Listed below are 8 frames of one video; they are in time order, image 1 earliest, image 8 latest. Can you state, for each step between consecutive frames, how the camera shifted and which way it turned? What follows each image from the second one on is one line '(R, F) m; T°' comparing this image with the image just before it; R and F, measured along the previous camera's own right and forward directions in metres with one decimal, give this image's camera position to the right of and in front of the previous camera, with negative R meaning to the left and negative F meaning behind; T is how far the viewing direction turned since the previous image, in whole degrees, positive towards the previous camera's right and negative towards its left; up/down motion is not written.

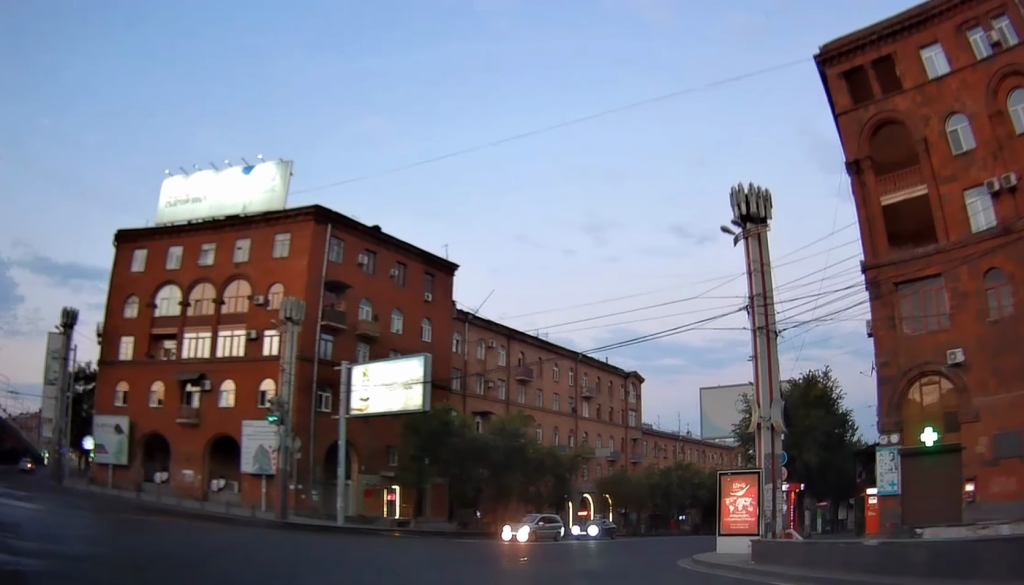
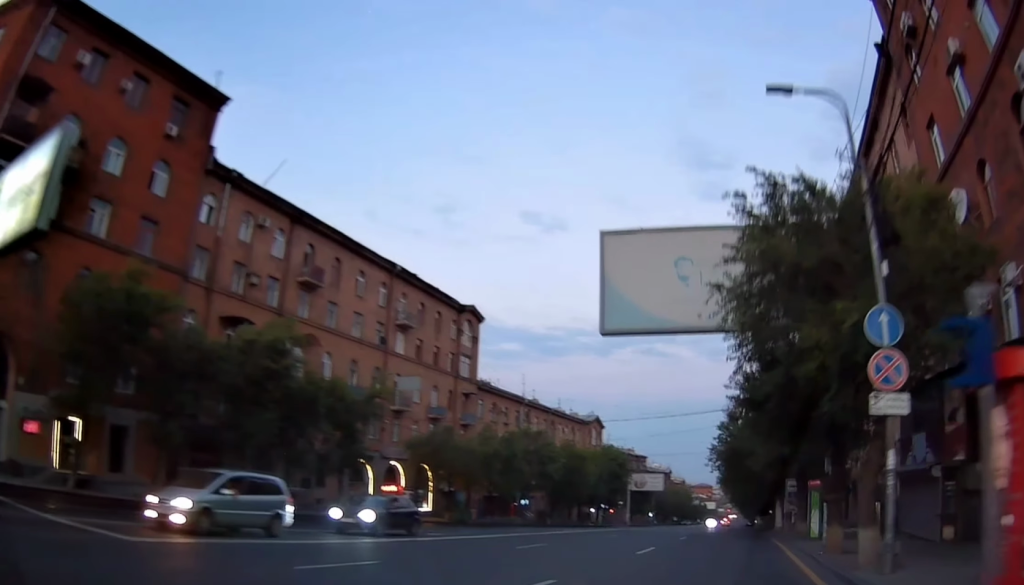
(+1.4, +23.0) m; +9°
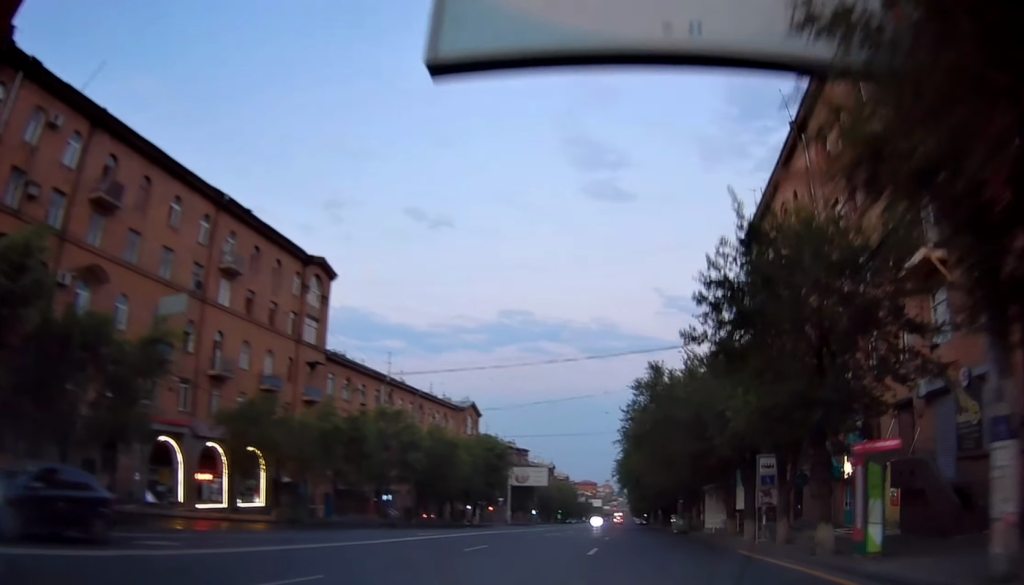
(+0.5, +12.6) m; +5°
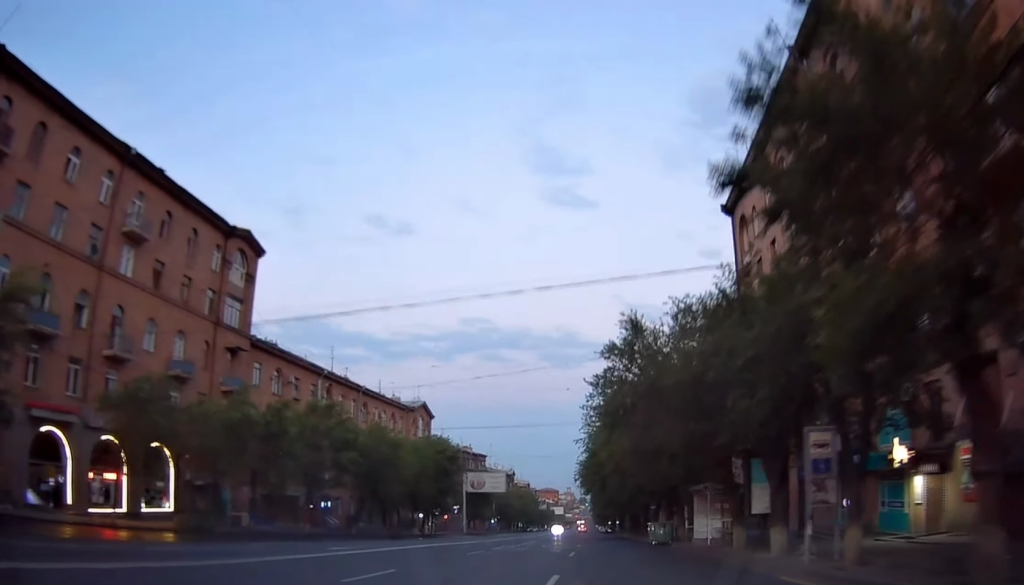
(+0.4, +7.9) m; +3°
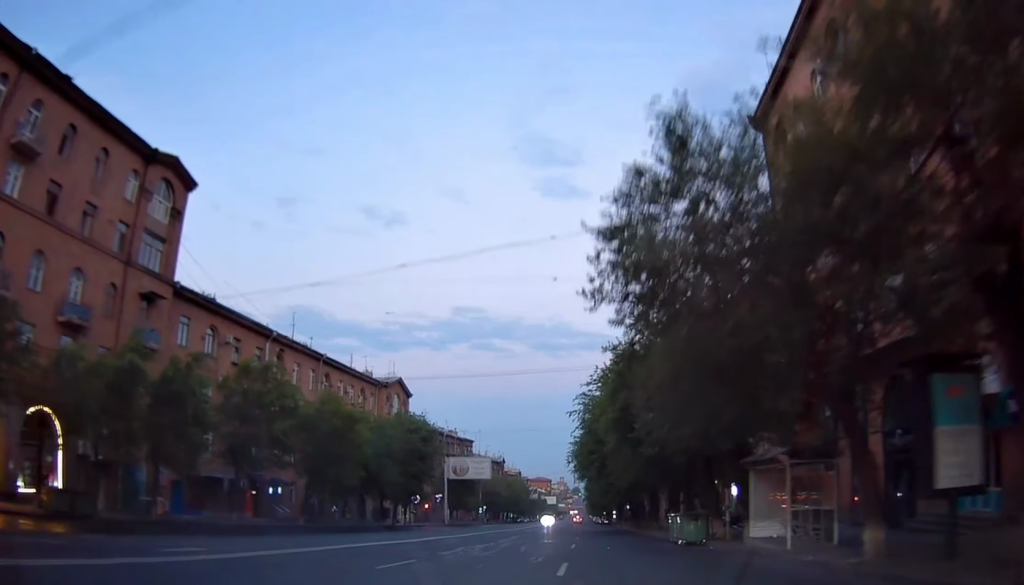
(+0.4, +10.6) m; +3°
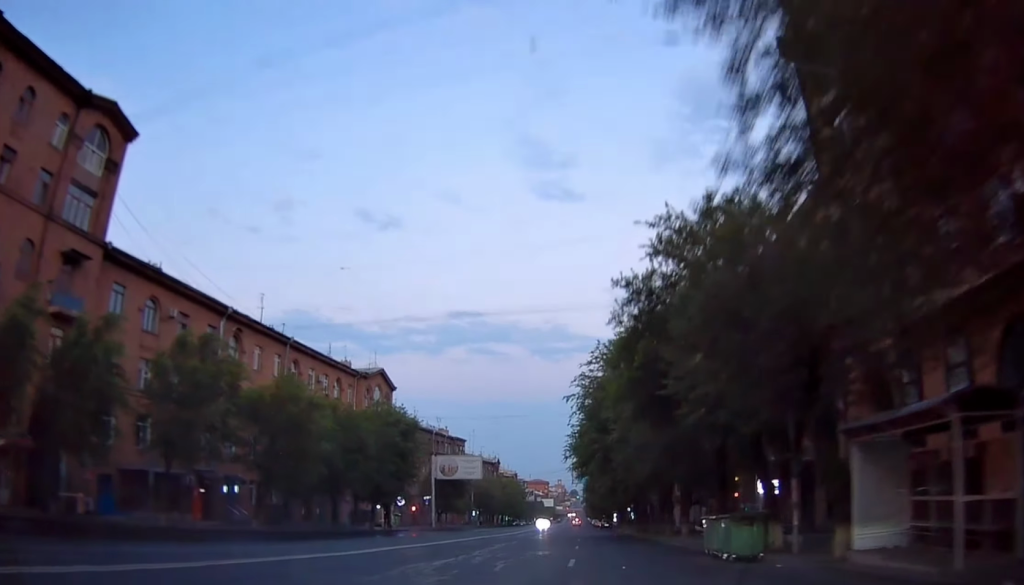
(+0.2, +7.6) m; +1°
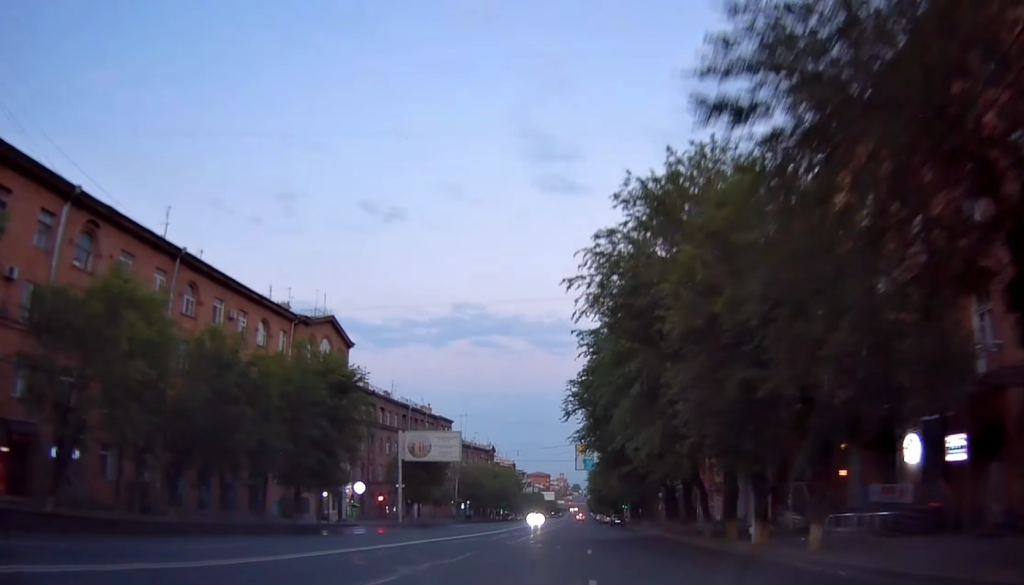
(+0.2, +19.3) m; +3°
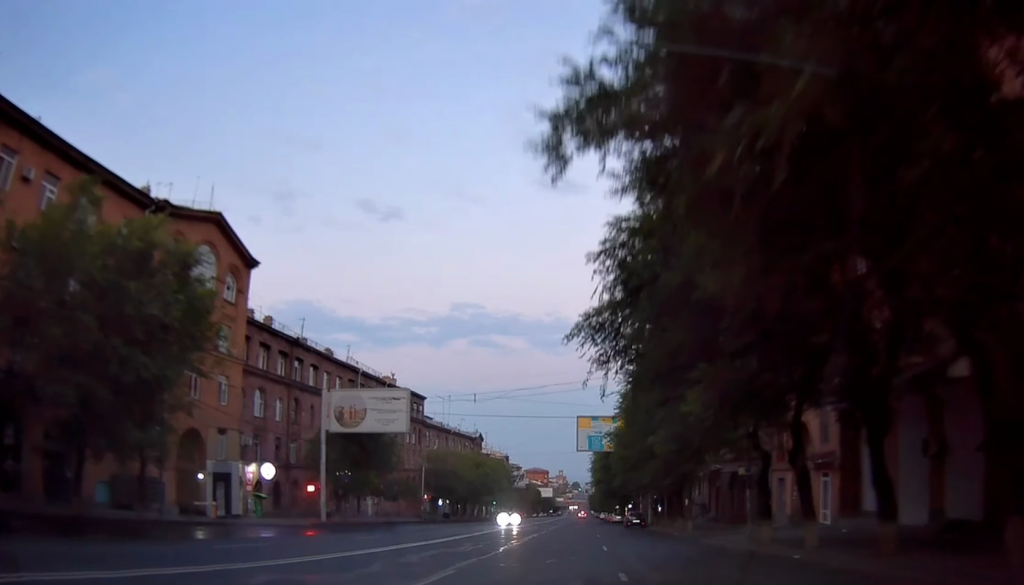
(+0.9, +23.1) m; +2°
